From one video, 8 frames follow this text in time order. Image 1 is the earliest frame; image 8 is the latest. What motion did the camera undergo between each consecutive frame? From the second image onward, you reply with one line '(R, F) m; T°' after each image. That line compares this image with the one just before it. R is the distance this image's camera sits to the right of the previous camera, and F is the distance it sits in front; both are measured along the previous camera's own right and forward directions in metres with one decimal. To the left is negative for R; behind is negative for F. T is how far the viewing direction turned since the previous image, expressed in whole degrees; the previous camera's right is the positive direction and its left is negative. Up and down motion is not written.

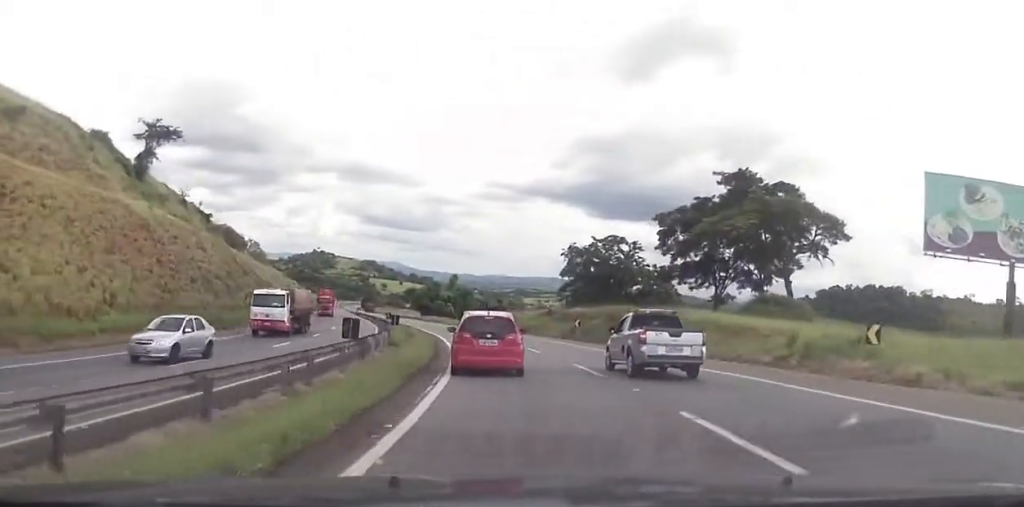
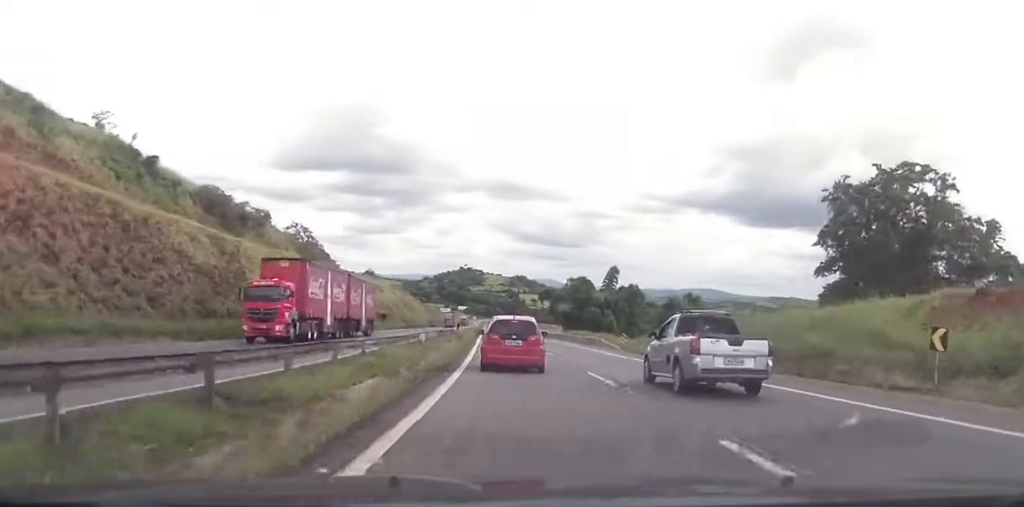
(-8.1, +60.7) m; -15°
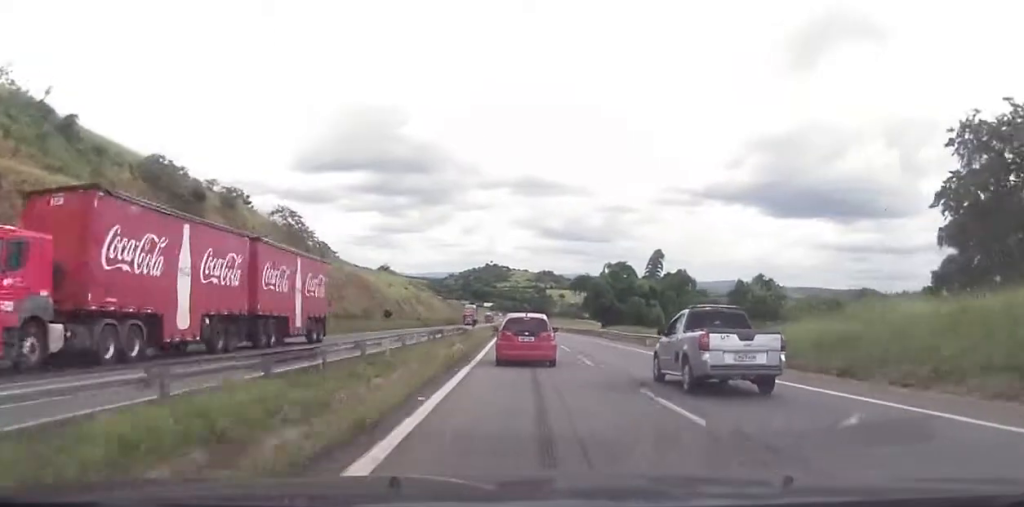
(-0.6, +17.6) m; -3°
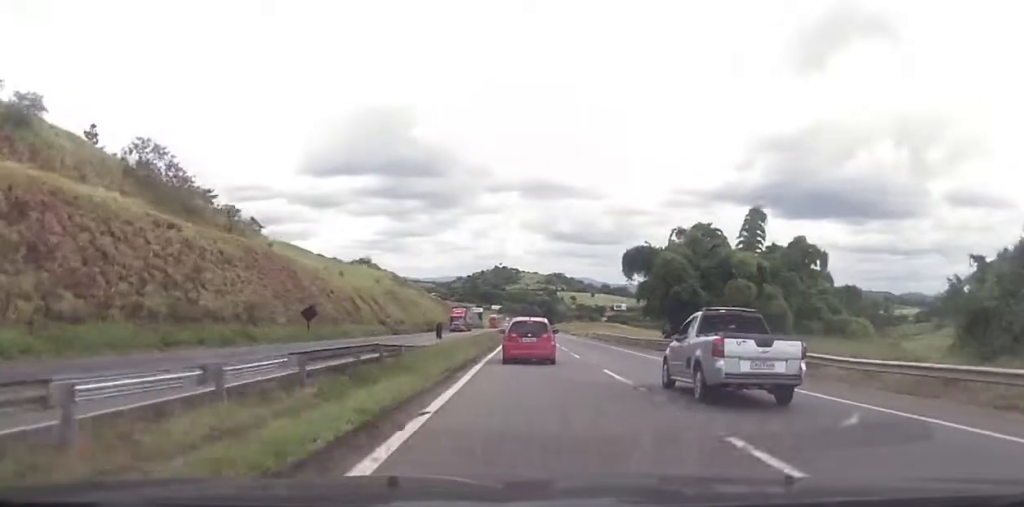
(-2.1, +39.4) m; -6°
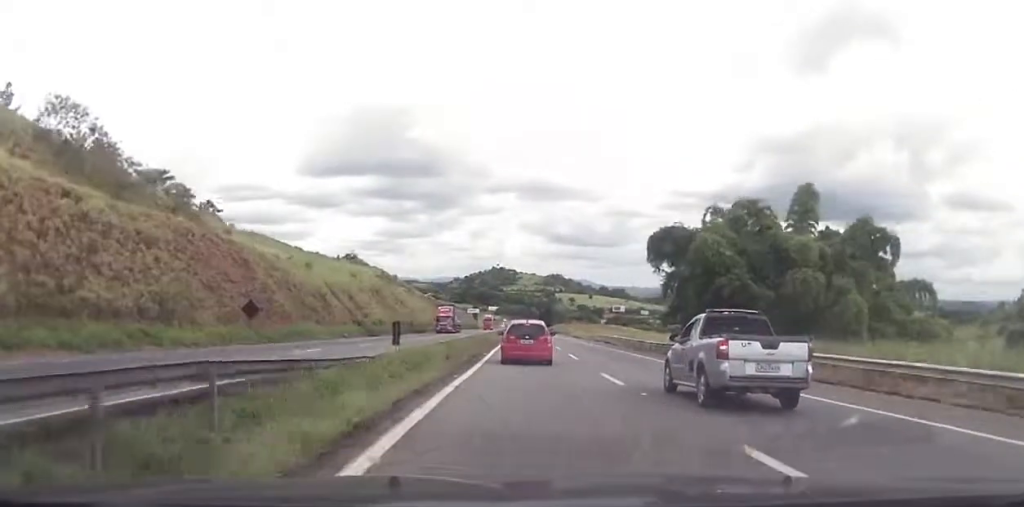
(-0.4, +12.0) m; 0°
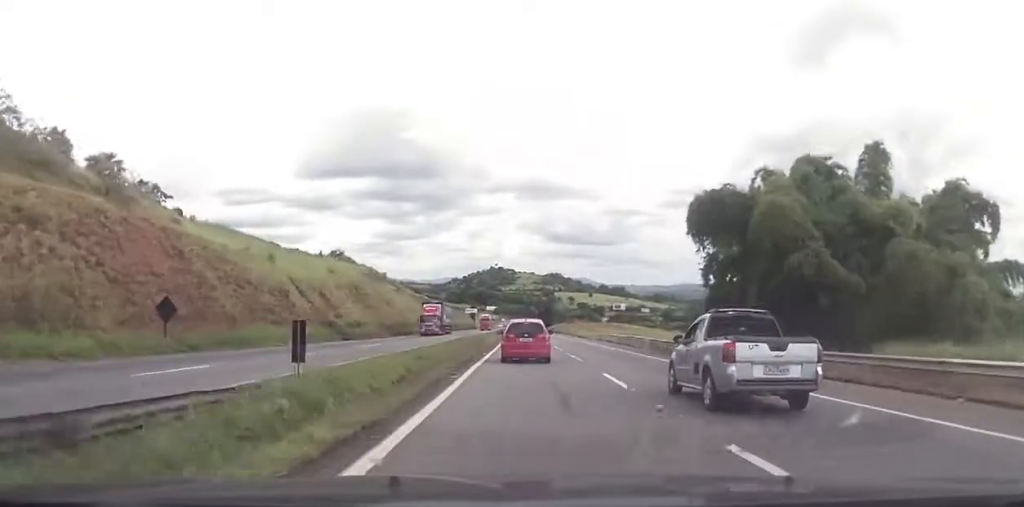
(-0.3, +11.1) m; 0°
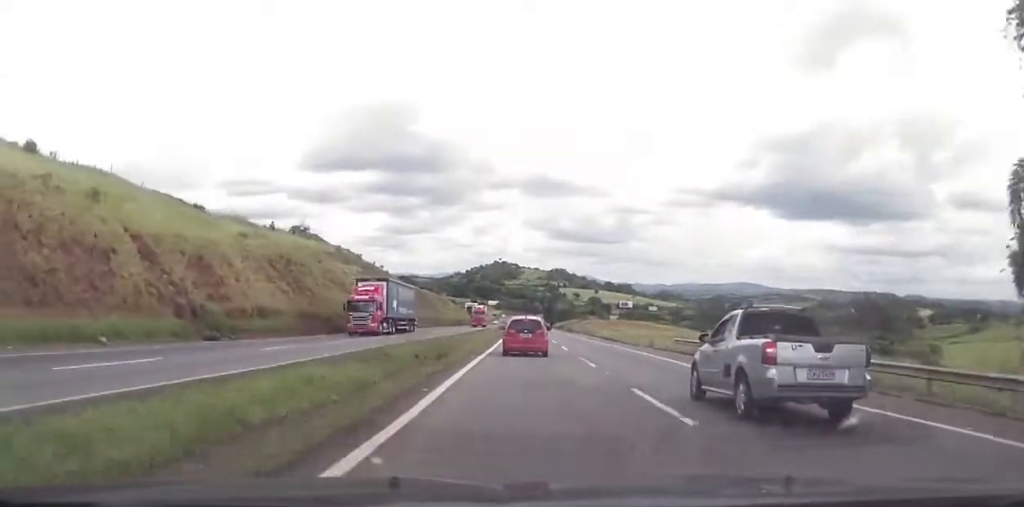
(+0.7, +28.6) m; 0°
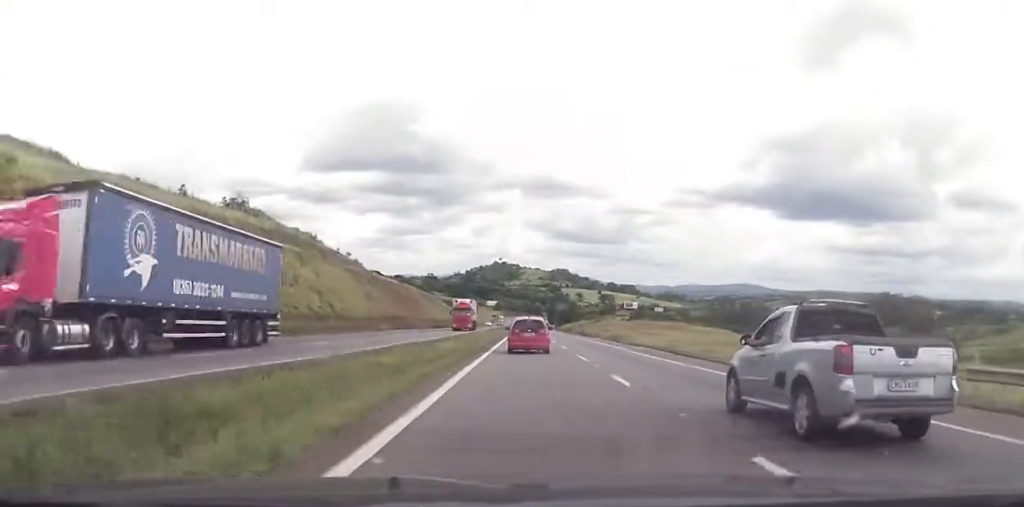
(-0.5, +29.5) m; -1°
